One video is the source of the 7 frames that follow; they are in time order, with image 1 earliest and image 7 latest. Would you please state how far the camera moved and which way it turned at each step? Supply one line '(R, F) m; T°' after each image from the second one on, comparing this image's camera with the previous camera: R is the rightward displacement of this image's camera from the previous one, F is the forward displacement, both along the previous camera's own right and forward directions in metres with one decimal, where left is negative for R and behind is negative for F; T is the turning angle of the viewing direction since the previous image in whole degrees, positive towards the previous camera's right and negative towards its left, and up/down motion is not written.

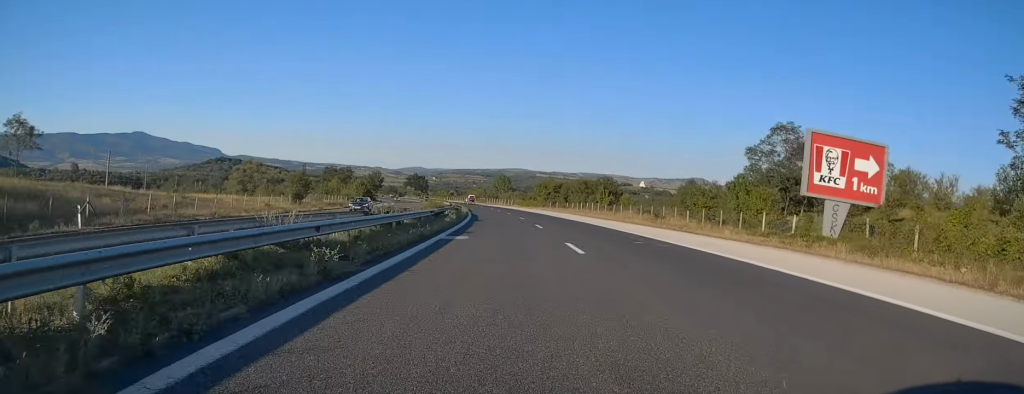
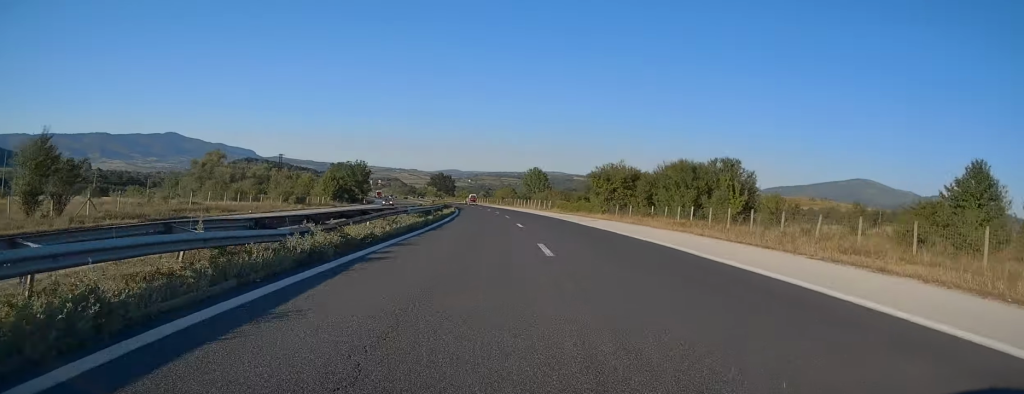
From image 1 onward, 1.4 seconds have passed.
(-1.3, +50.0) m; -3°
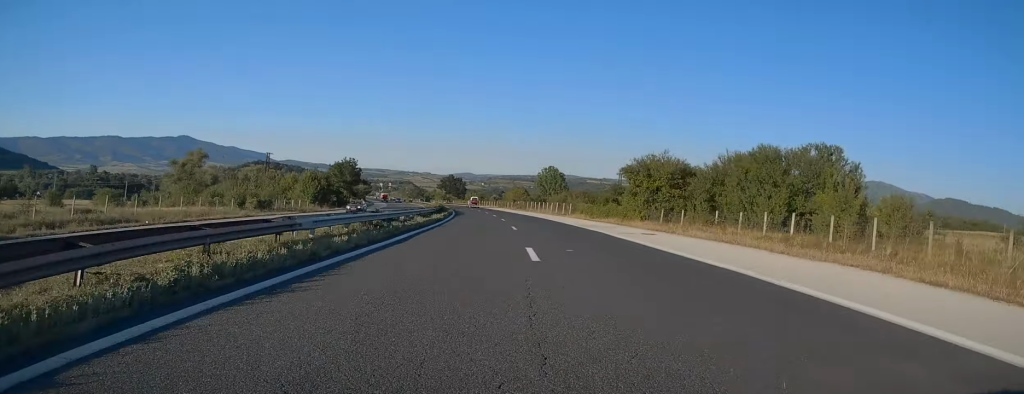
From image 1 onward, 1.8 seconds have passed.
(-0.1, +16.7) m; -1°
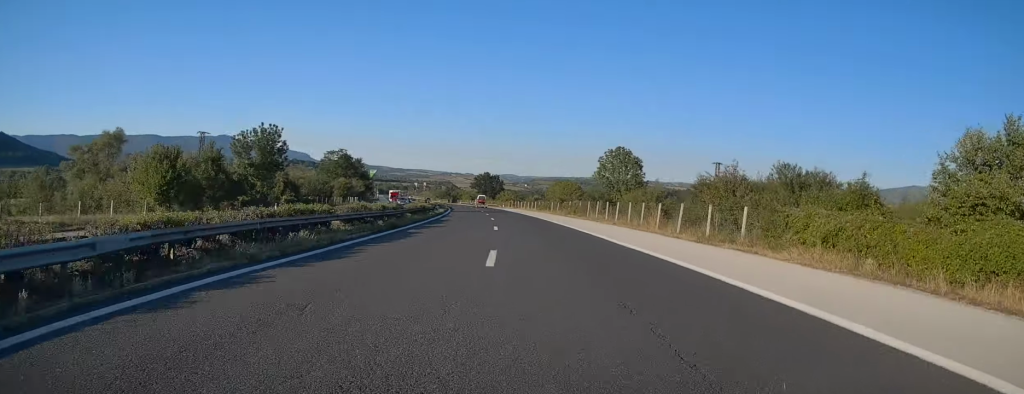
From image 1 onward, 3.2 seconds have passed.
(-0.8, +49.3) m; -3°
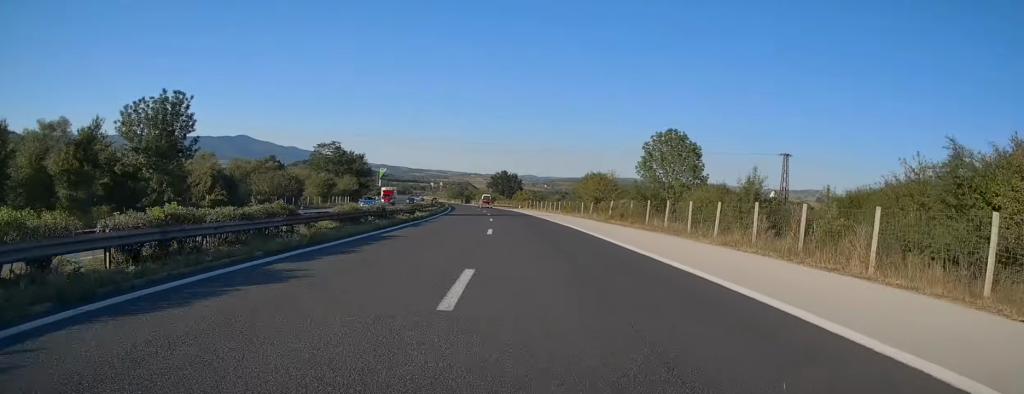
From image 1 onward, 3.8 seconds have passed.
(-0.3, +20.9) m; -2°
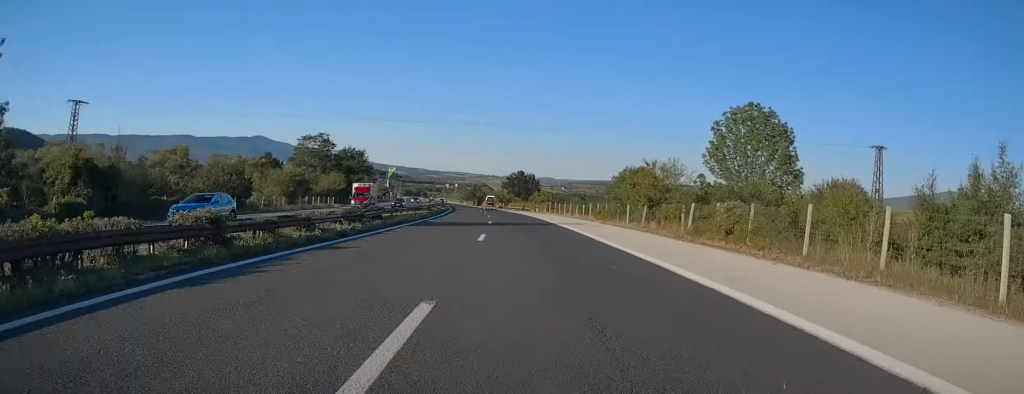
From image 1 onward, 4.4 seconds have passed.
(-0.3, +19.7) m; -2°
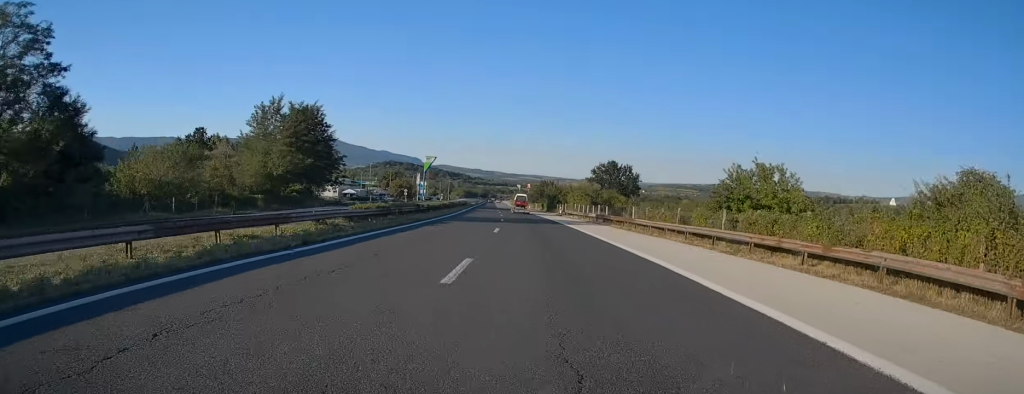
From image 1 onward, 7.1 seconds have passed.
(-5.3, +90.2) m; -6°
